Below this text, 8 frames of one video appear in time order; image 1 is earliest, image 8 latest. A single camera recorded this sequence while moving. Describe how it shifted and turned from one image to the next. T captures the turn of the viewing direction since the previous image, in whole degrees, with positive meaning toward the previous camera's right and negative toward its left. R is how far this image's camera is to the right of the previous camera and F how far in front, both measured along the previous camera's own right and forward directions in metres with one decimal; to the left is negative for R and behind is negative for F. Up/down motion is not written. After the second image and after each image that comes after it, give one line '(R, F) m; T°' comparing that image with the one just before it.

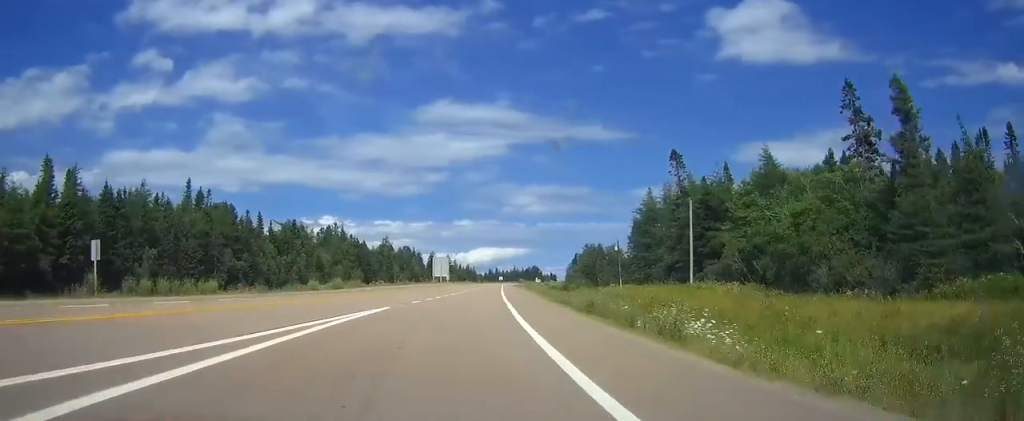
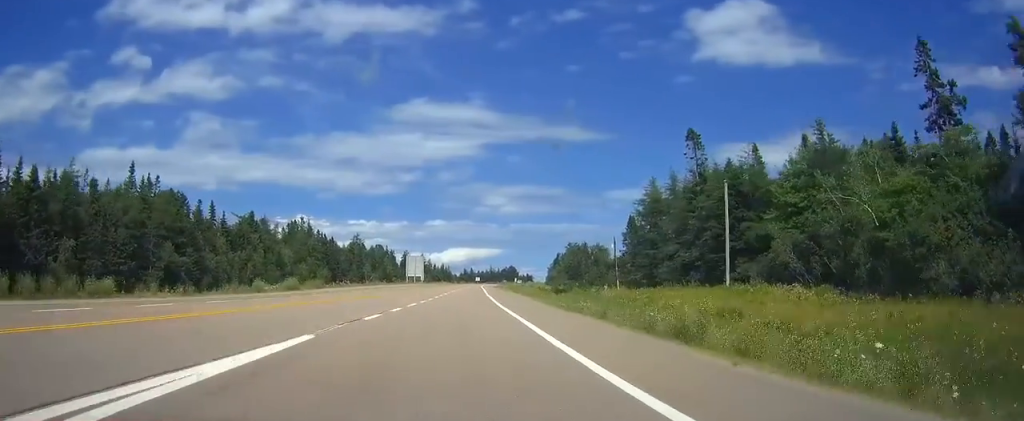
(+1.3, +13.4) m; +3°
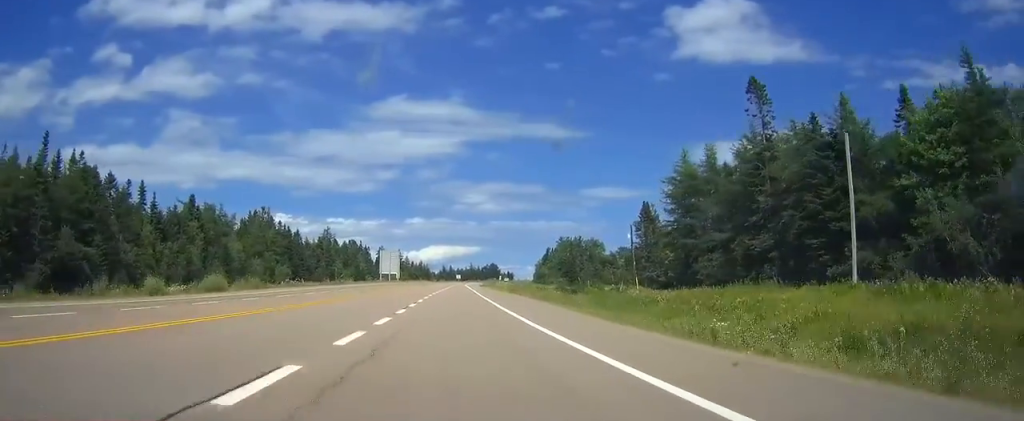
(+0.8, +19.6) m; +2°
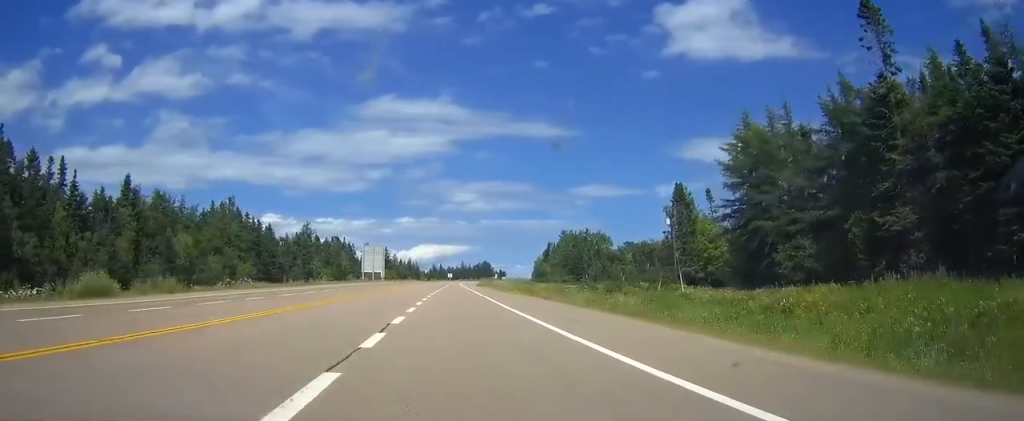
(0.0, +18.1) m; 0°
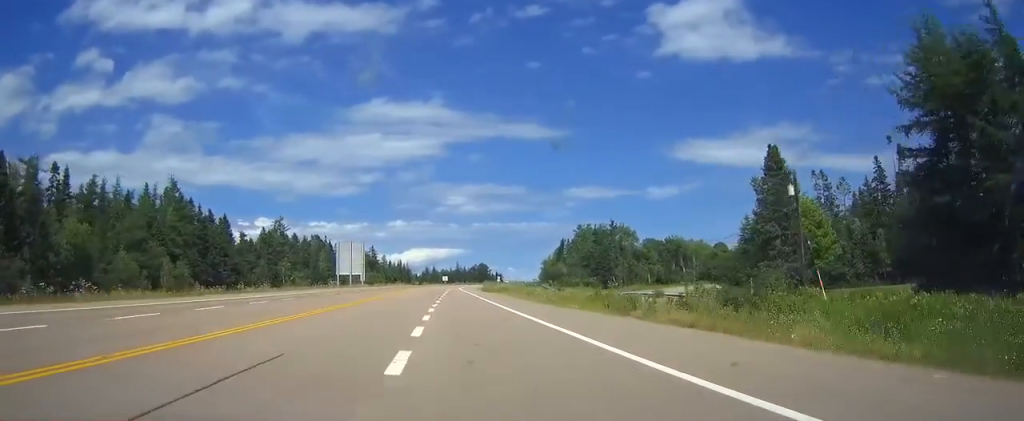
(0.0, +26.3) m; 0°
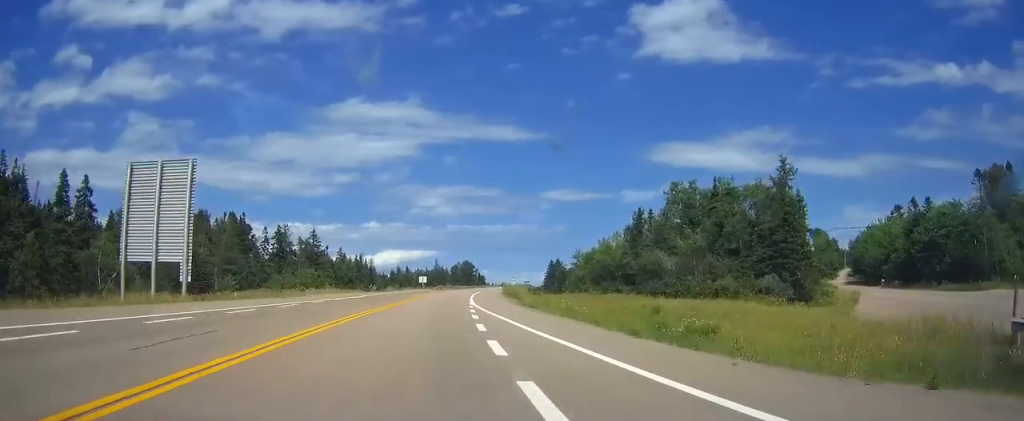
(0.0, +67.5) m; 0°
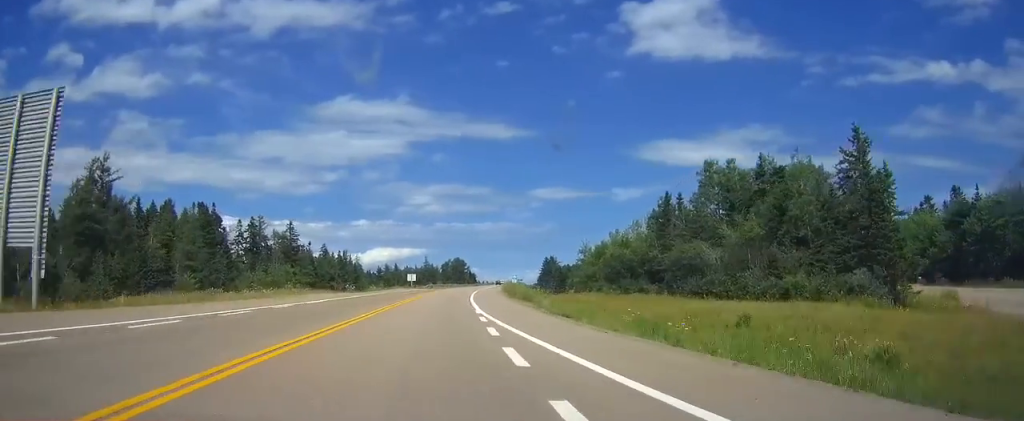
(0.0, +12.8) m; 0°
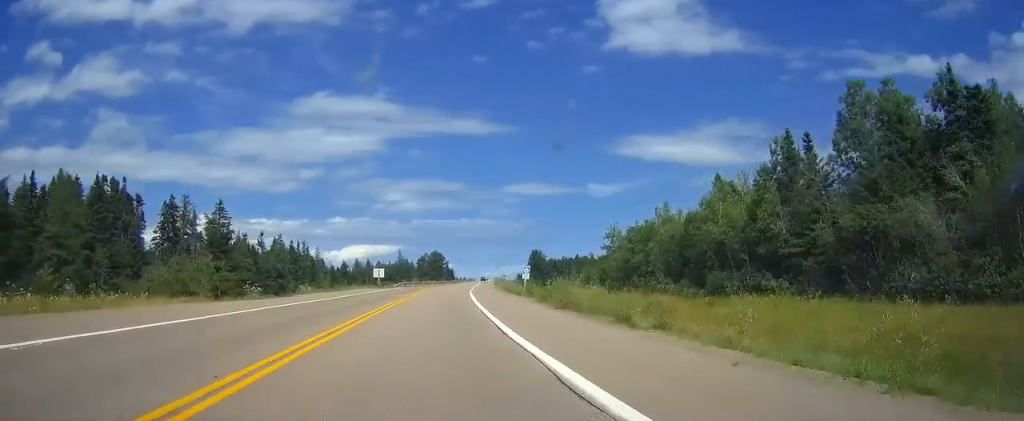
(0.0, +28.7) m; 0°
